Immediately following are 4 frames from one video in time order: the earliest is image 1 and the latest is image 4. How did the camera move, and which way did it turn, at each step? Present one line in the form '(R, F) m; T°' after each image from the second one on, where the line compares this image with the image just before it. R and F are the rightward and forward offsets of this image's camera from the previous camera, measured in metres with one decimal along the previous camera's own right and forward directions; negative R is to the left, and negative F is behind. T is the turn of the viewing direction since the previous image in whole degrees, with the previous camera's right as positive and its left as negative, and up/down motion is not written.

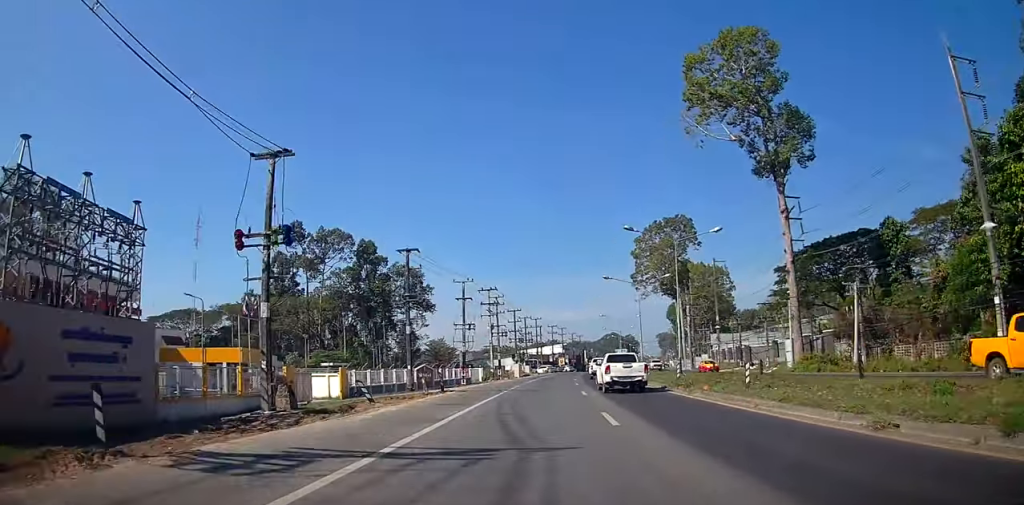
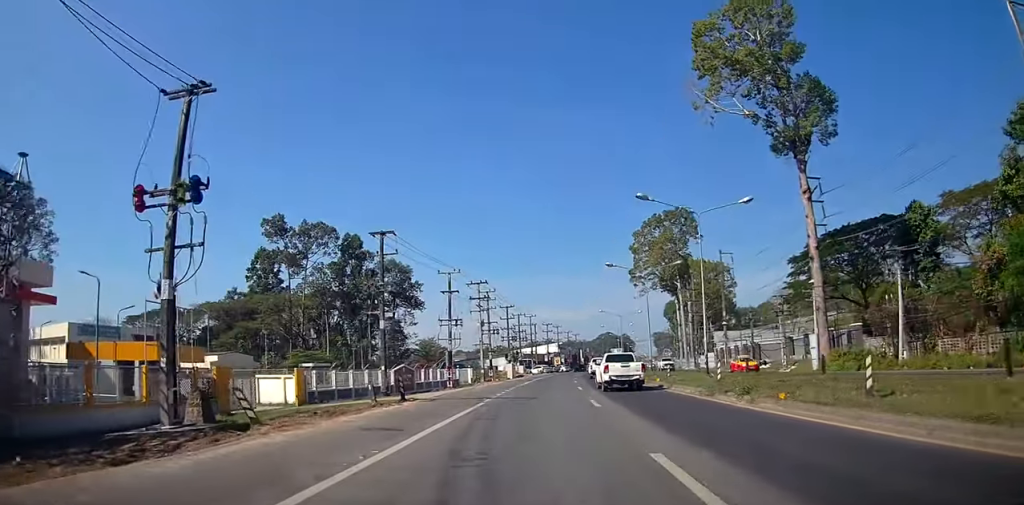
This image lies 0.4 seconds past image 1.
(+0.1, +6.5) m; +1°
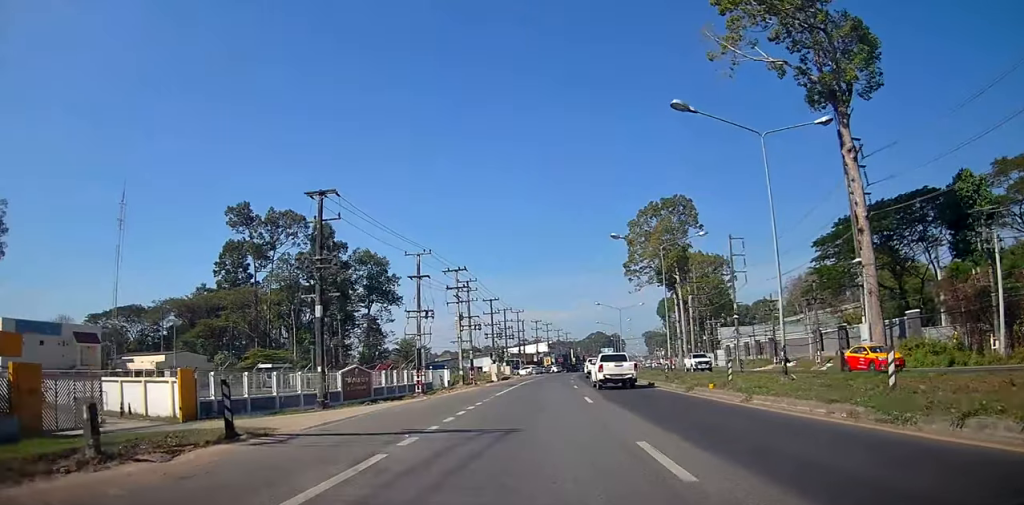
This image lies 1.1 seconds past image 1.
(+0.1, +10.1) m; 0°
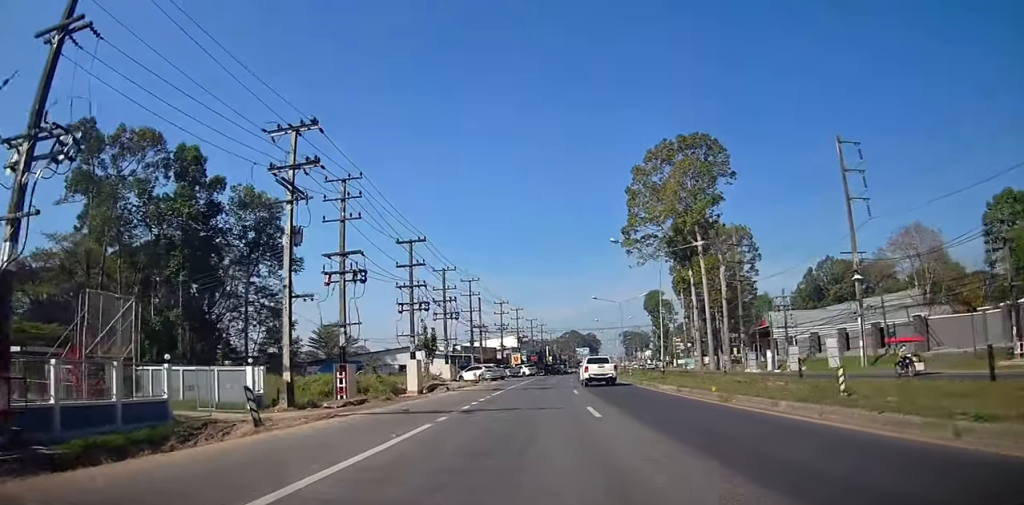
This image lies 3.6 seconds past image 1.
(+0.1, +33.8) m; +2°
